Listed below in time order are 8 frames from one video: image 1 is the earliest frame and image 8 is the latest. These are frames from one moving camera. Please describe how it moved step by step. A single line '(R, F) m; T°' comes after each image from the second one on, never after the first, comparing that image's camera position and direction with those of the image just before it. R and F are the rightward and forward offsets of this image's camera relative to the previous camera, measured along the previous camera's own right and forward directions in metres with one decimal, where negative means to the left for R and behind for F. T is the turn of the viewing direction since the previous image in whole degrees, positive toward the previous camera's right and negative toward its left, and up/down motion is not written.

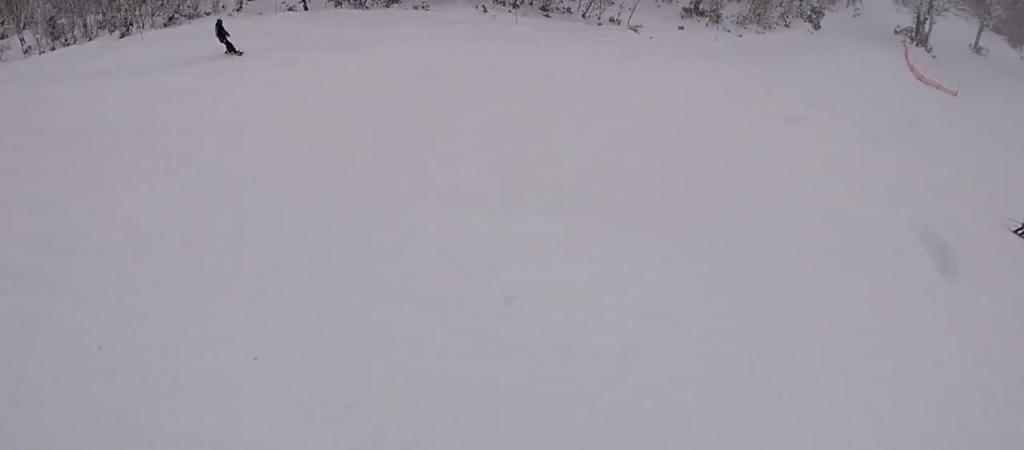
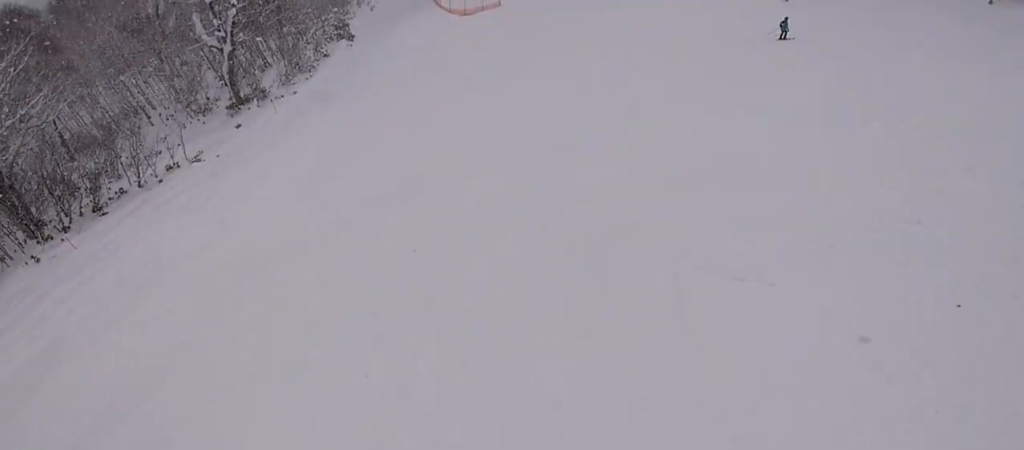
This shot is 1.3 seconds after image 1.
(+0.8, +5.9) m; +28°
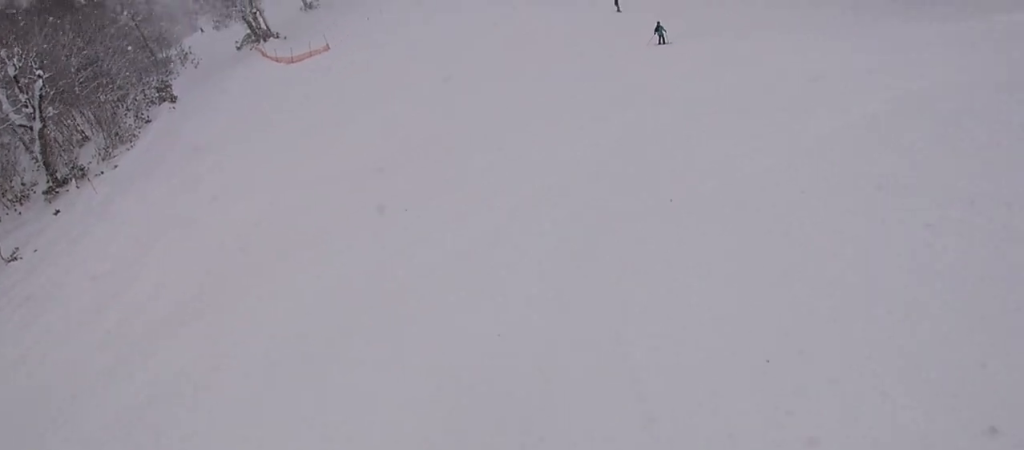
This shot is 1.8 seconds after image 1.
(+0.6, +2.0) m; +19°
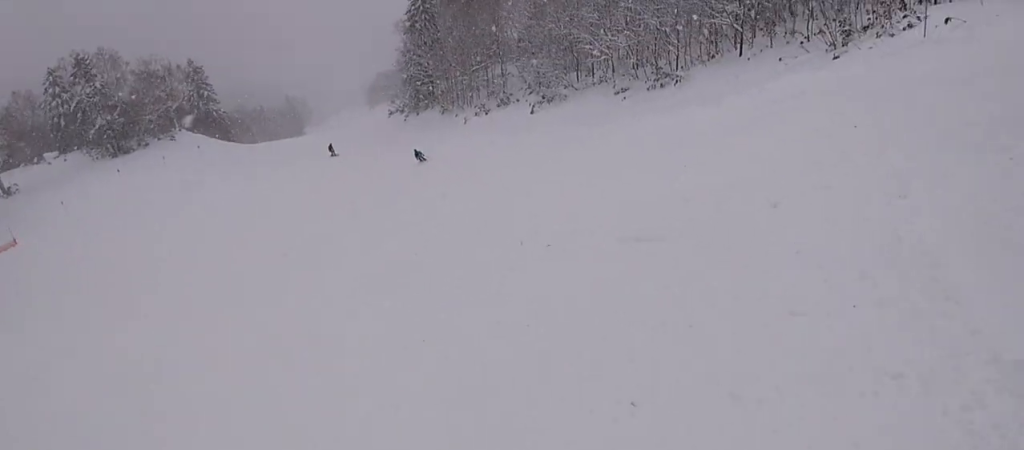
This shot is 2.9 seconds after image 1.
(+2.0, +4.3) m; +34°
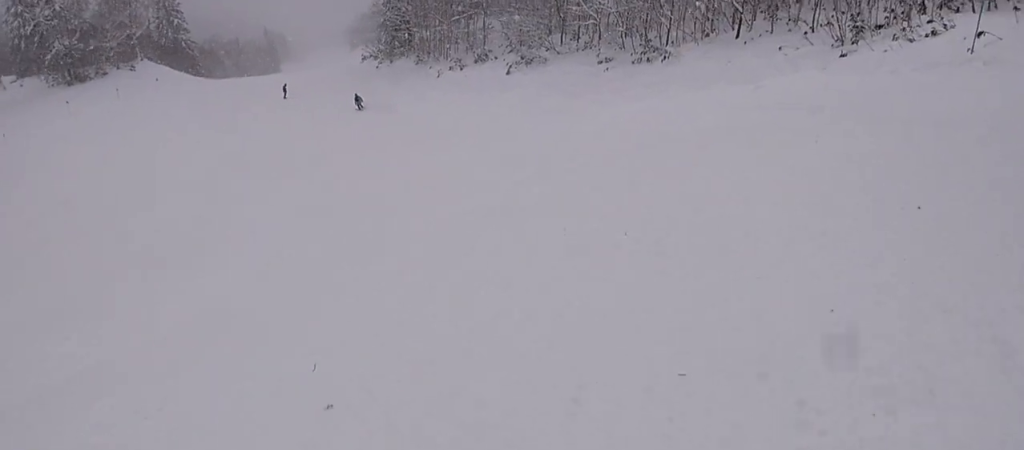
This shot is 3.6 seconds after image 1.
(+0.4, +3.2) m; +5°
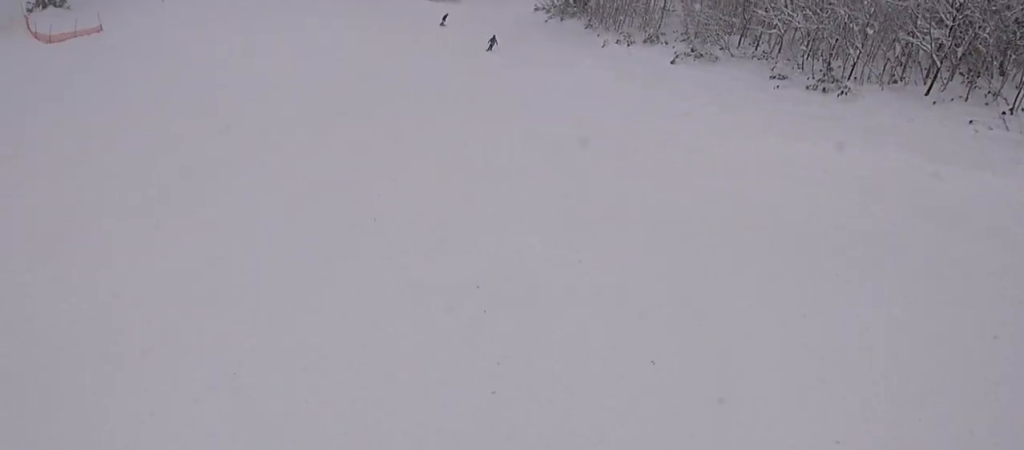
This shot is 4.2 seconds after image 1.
(-0.3, +2.9) m; -5°
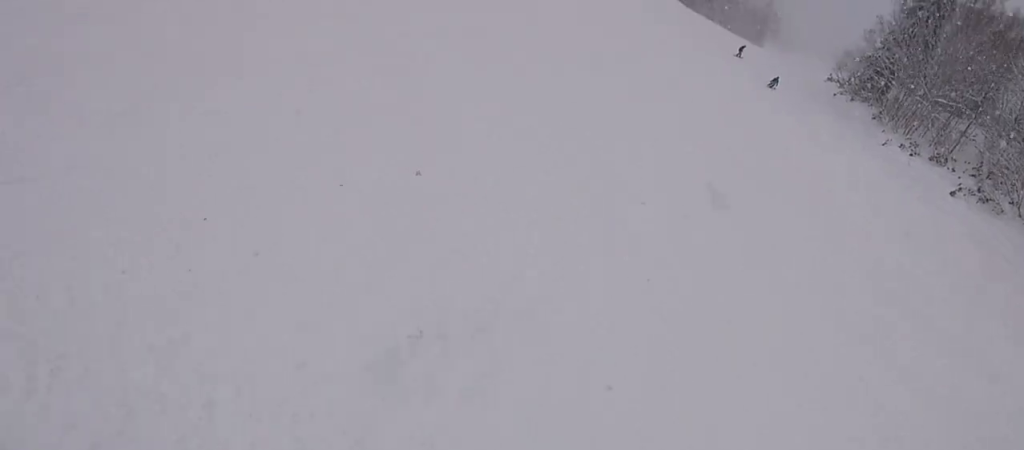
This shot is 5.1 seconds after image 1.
(-0.1, +4.4) m; -26°
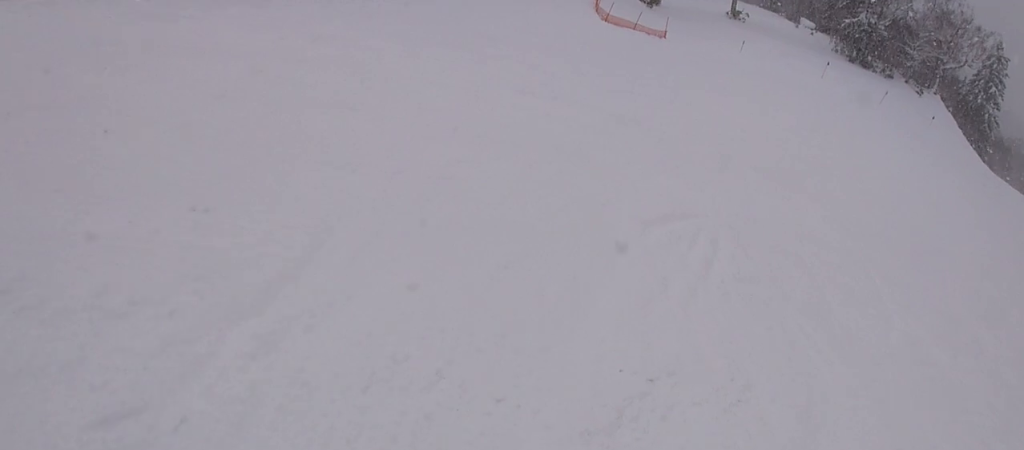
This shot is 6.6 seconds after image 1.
(-3.7, +5.2) m; -50°
